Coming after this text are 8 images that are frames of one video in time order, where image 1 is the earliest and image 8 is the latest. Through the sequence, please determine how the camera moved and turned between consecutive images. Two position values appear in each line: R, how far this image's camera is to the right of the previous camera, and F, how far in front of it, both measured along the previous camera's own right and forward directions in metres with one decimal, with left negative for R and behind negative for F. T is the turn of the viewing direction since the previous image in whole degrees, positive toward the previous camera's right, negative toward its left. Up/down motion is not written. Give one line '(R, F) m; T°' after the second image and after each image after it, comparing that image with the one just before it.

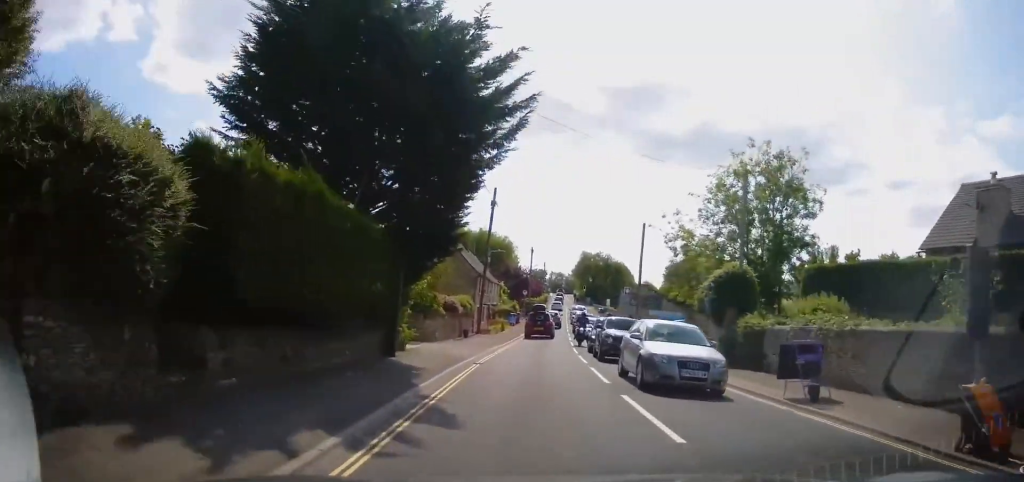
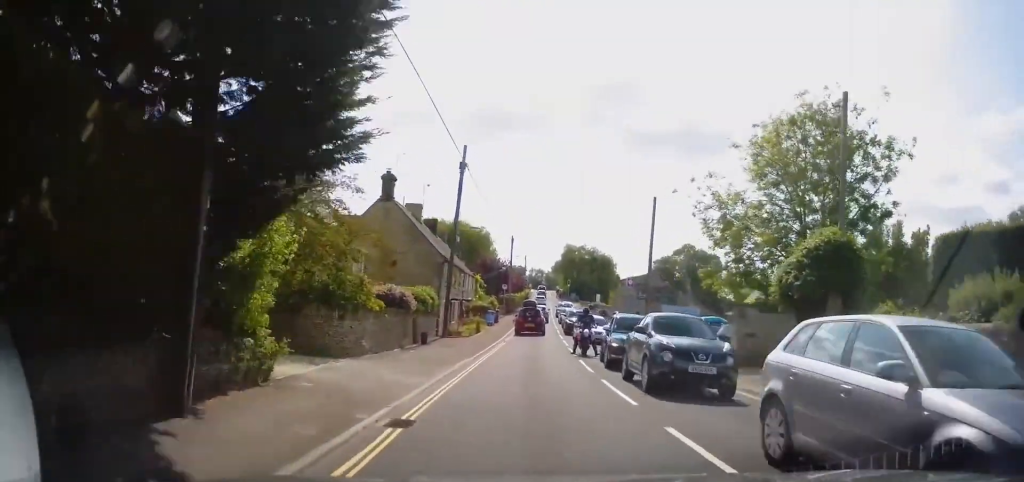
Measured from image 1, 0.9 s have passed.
(+0.3, +9.1) m; +2°
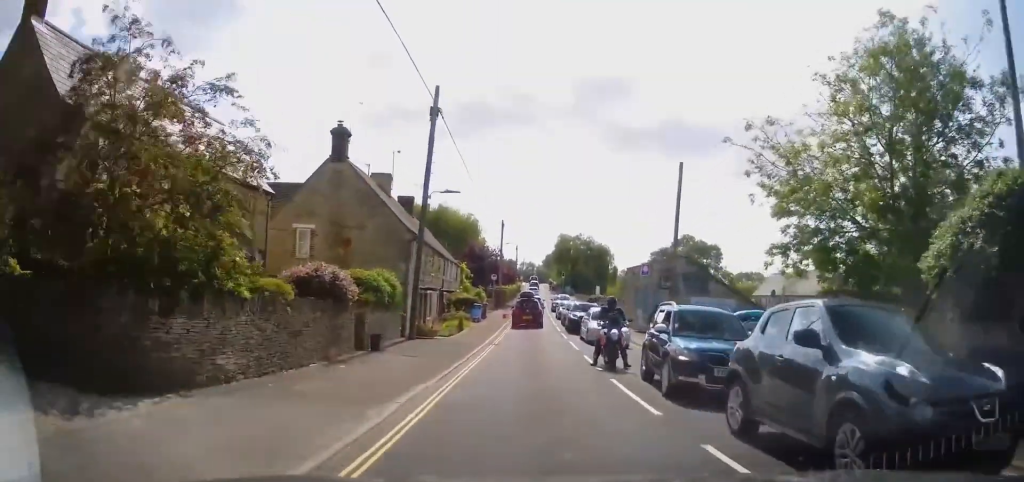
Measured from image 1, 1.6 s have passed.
(-0.1, +7.3) m; +1°
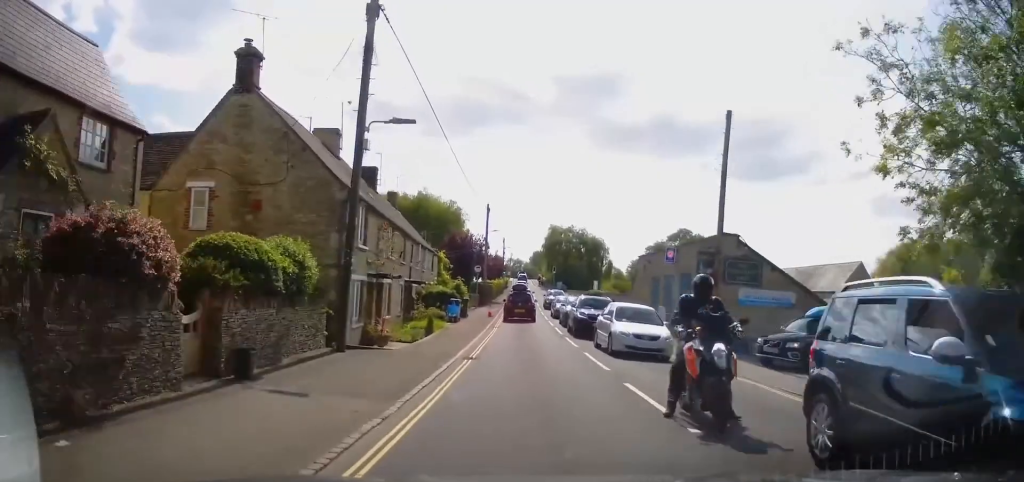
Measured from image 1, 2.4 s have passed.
(+0.2, +7.5) m; +1°
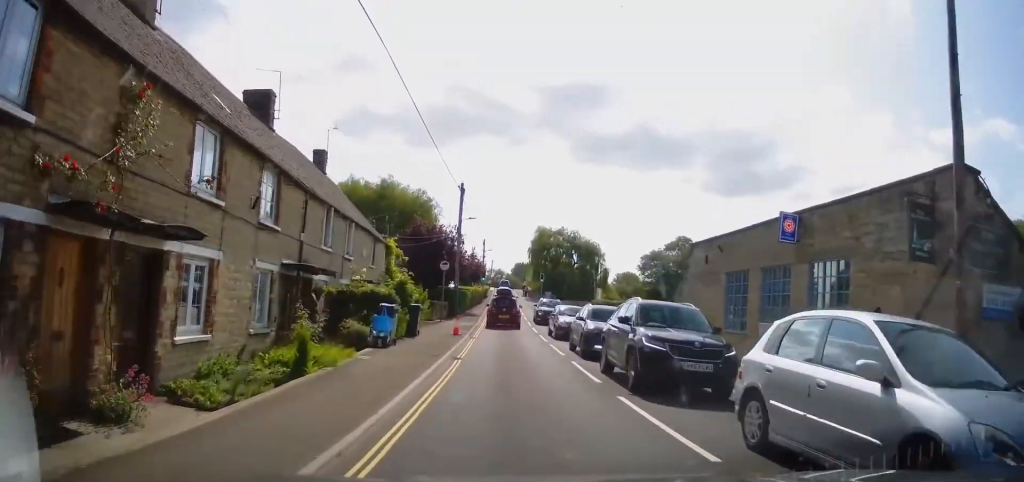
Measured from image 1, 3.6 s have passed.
(+0.1, +13.1) m; 0°
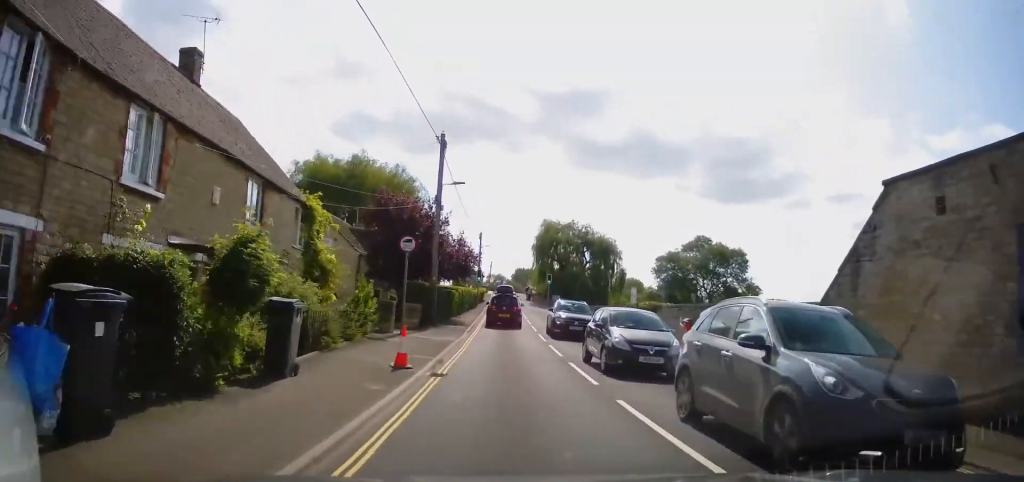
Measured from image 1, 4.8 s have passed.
(-0.1, +12.5) m; 0°
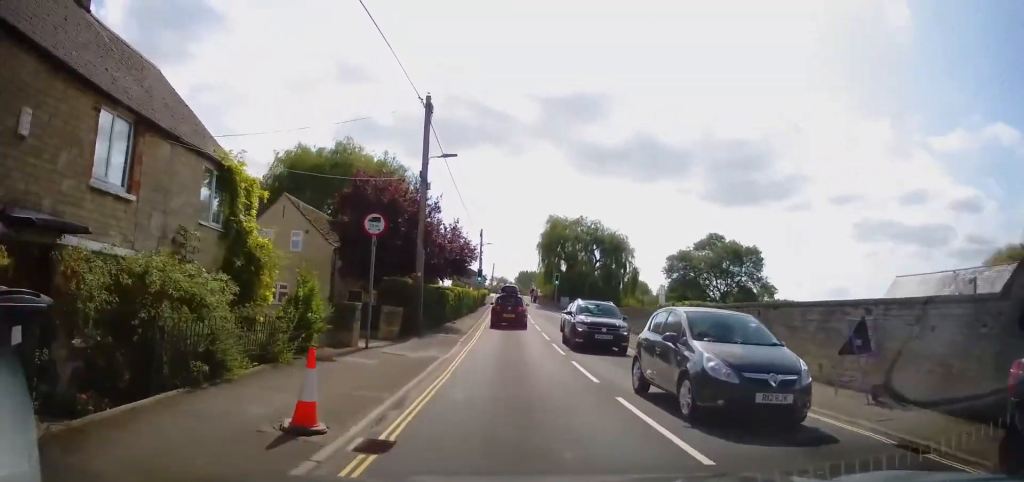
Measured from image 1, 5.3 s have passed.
(+0.1, +6.0) m; 0°
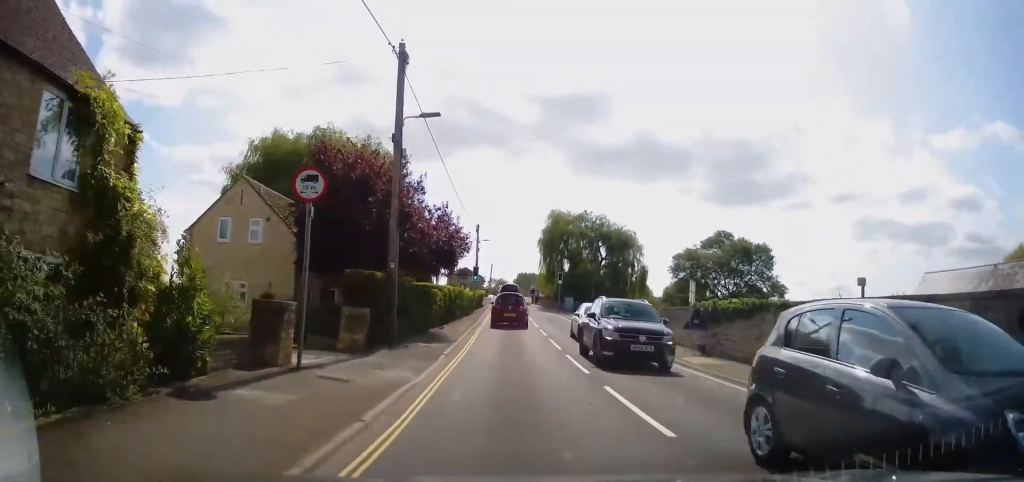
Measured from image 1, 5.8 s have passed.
(0.0, +4.7) m; 0°
